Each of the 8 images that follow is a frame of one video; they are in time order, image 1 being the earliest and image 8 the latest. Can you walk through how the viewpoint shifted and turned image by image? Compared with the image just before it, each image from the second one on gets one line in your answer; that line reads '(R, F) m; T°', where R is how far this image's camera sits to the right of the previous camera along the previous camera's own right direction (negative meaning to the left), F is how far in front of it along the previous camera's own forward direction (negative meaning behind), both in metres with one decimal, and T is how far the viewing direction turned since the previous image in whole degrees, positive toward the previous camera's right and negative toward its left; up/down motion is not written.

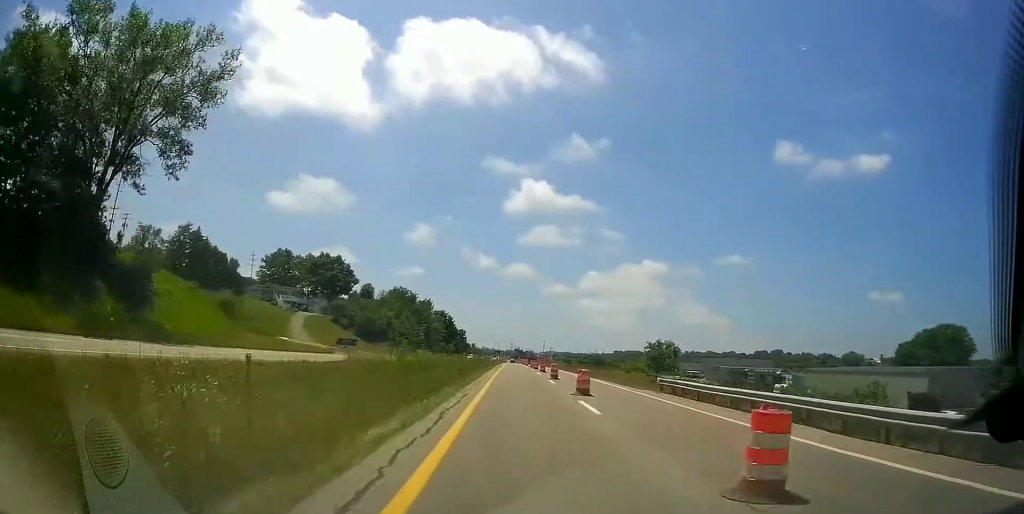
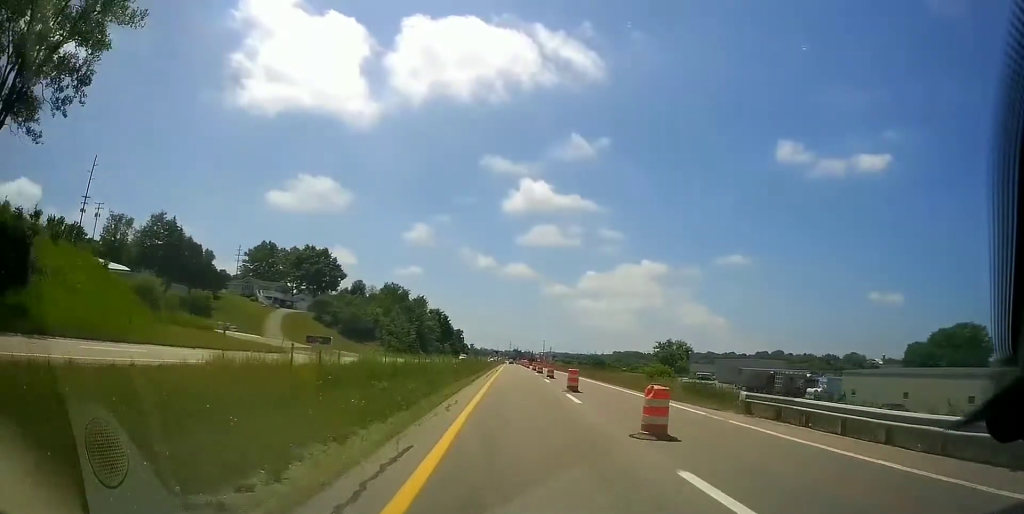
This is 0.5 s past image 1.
(+0.1, +11.0) m; 0°
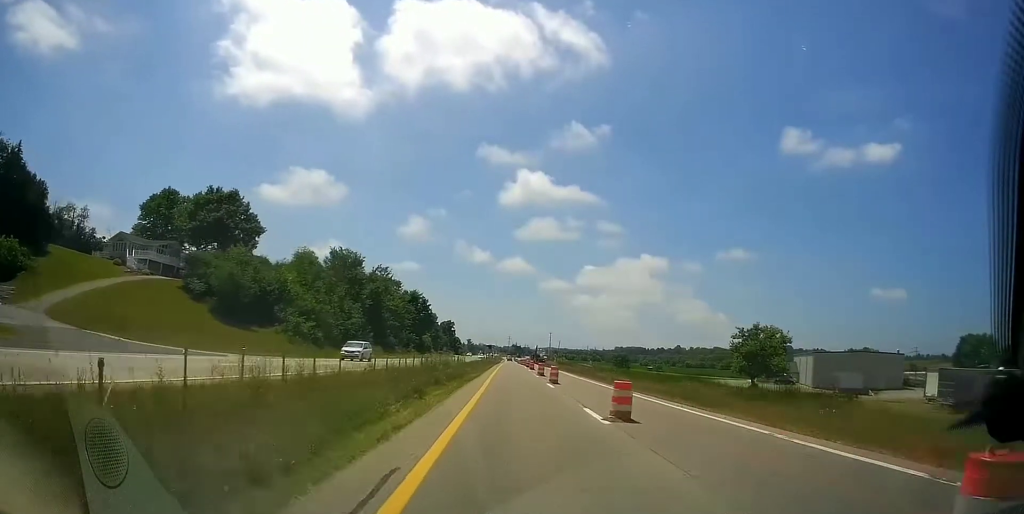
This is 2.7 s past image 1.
(+0.1, +52.6) m; 0°
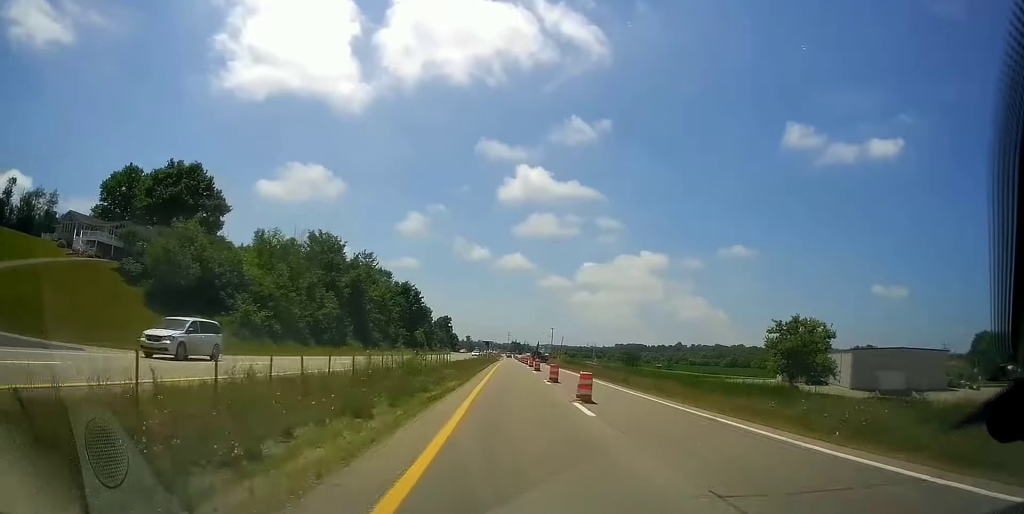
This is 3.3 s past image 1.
(0.0, +13.2) m; 0°
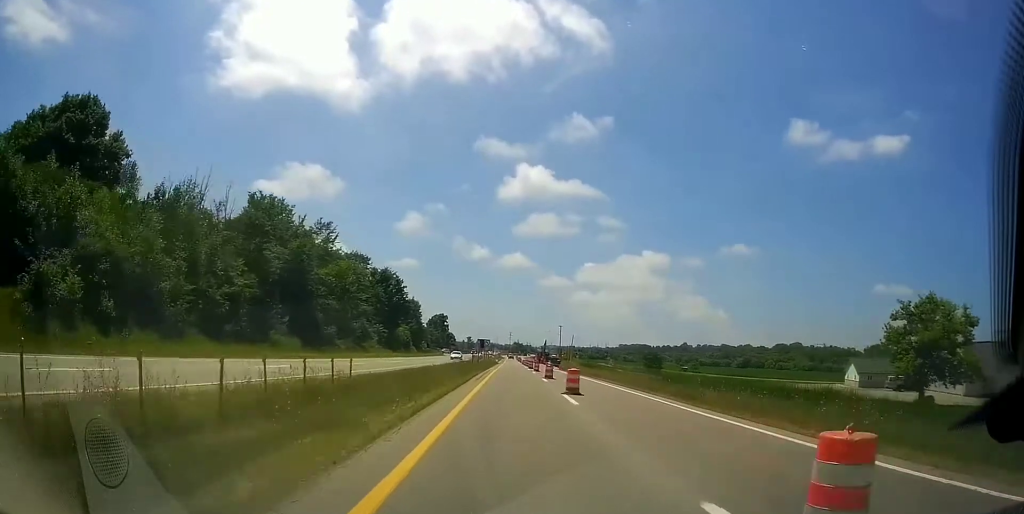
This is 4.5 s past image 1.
(-0.2, +28.0) m; 0°
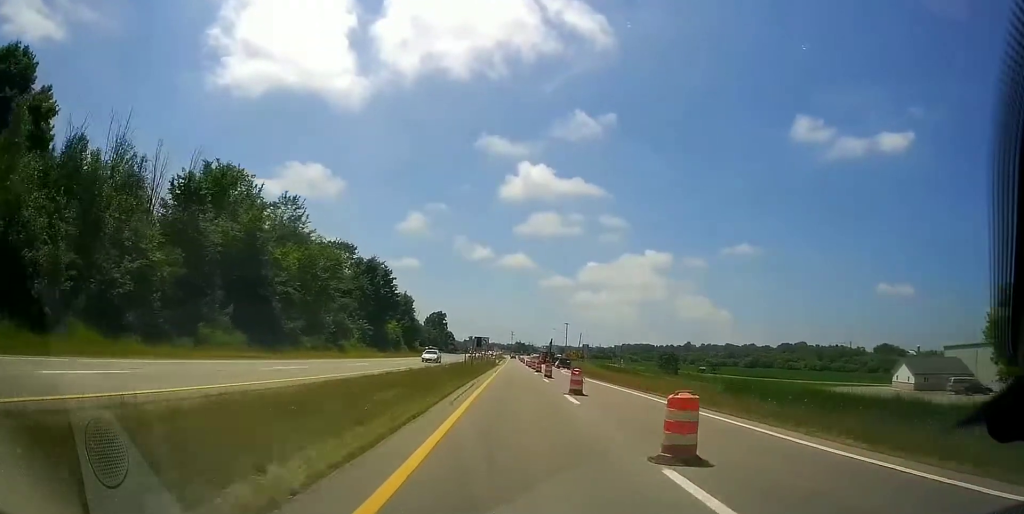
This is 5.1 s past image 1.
(+0.1, +14.7) m; +1°
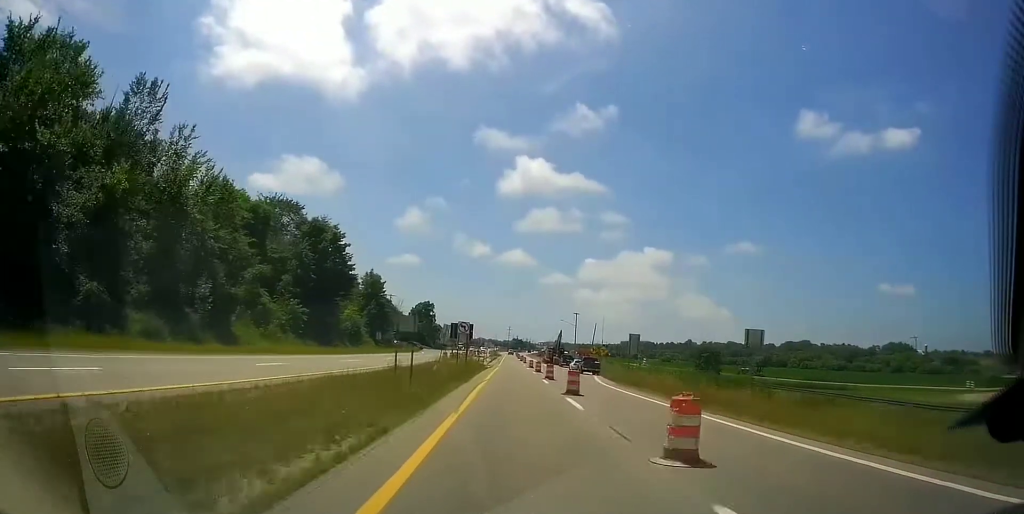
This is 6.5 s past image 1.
(+0.4, +31.6) m; +1°
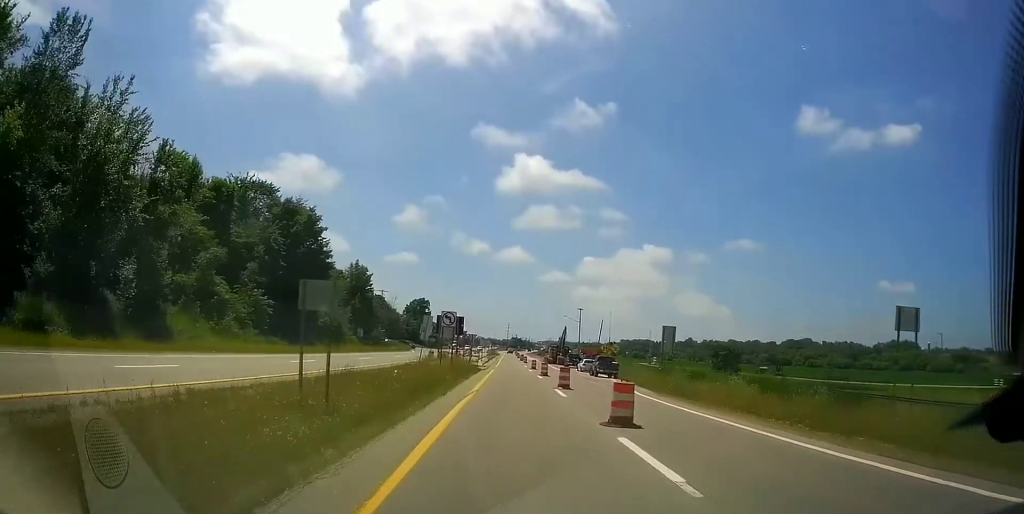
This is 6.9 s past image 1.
(0.0, +10.8) m; 0°
